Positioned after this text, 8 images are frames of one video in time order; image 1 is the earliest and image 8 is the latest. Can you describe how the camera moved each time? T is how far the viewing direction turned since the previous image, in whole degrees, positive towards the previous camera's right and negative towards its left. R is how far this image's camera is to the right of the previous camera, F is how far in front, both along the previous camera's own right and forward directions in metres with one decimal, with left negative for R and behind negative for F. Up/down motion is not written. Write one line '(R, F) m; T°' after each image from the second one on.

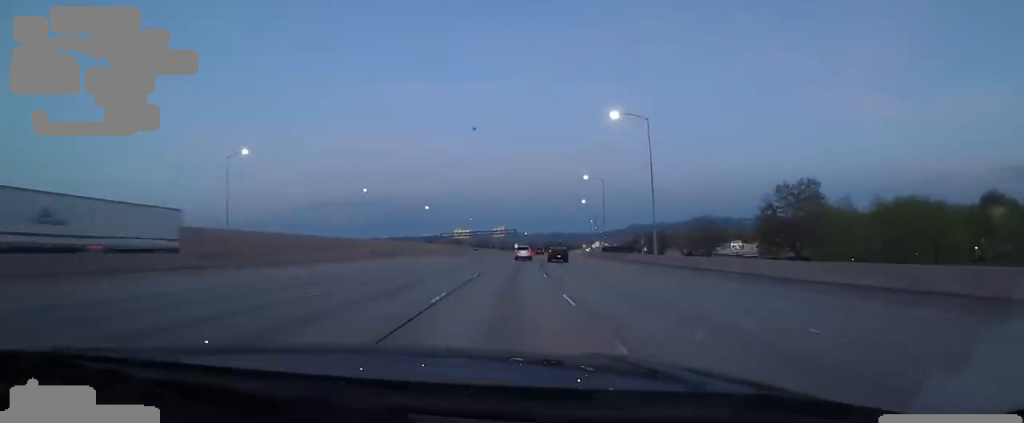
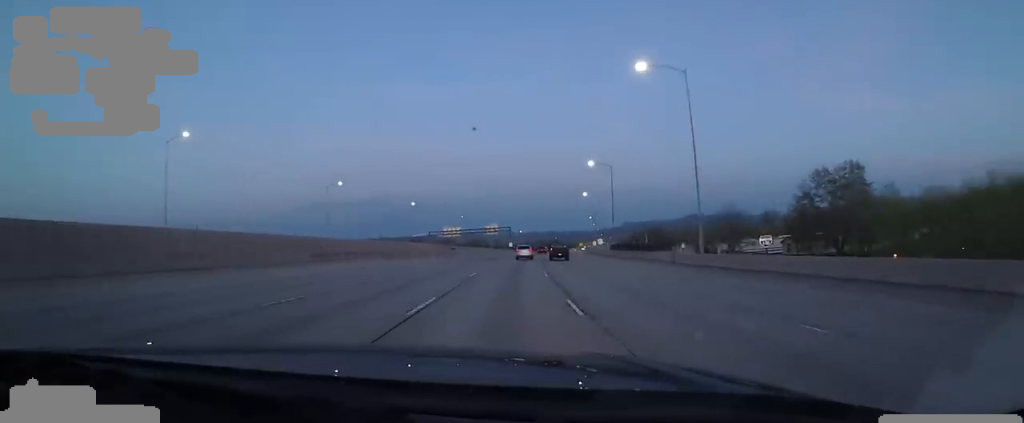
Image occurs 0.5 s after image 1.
(+0.2, +13.8) m; +1°
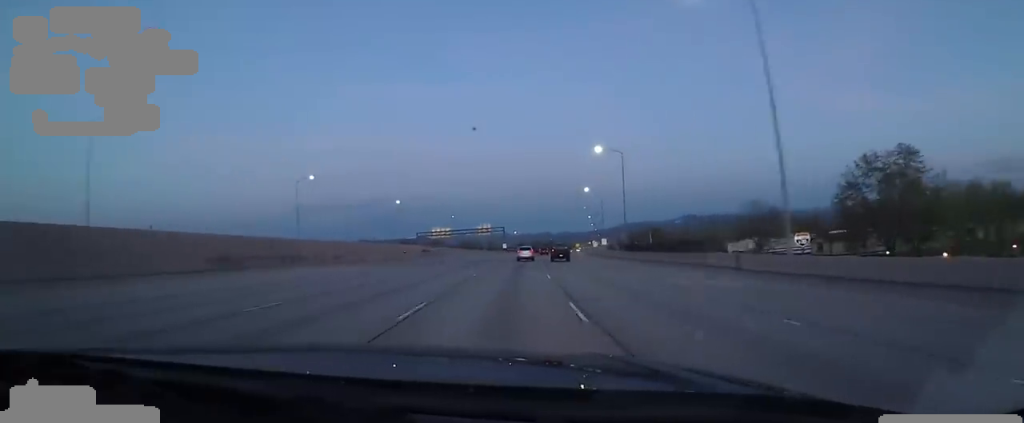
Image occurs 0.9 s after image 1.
(0.0, +12.7) m; 0°
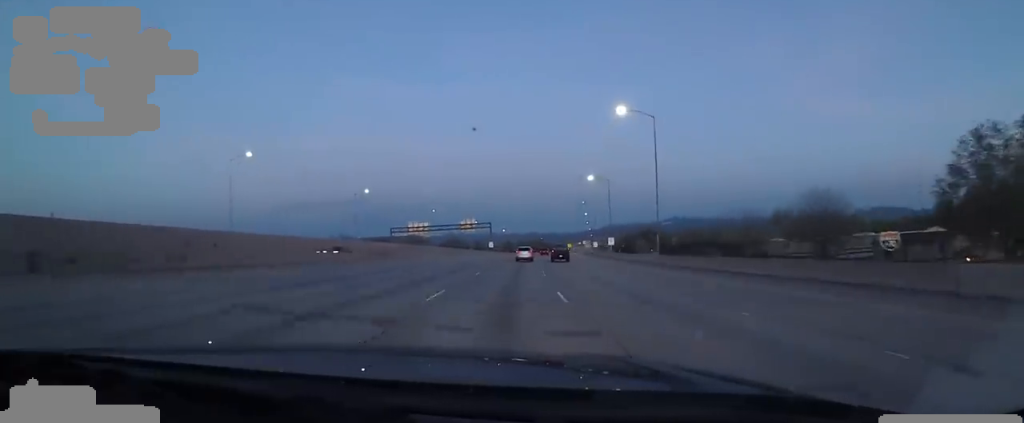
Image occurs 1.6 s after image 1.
(0.0, +20.4) m; 0°
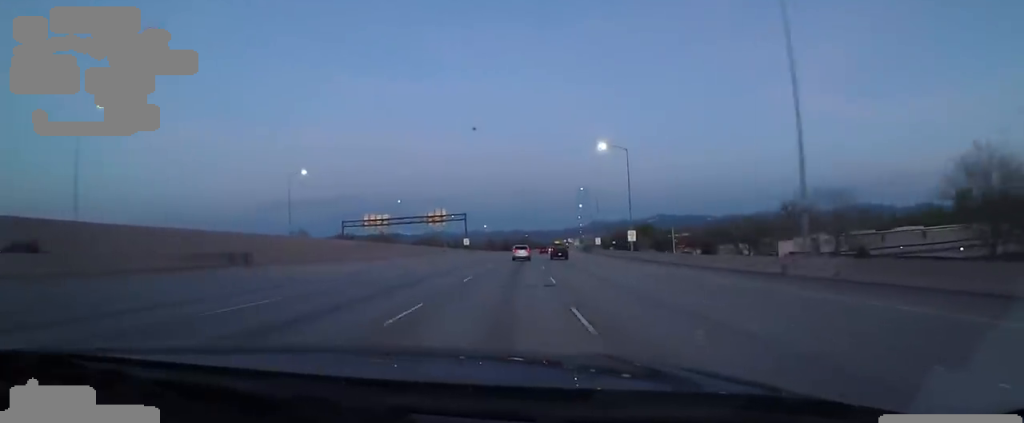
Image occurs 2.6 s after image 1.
(+0.1, +28.0) m; +2°
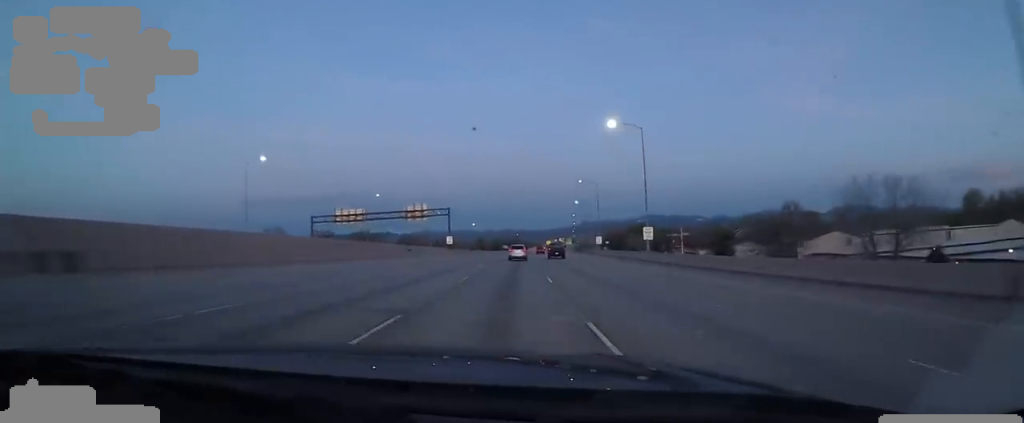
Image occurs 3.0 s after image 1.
(+0.4, +12.6) m; +1°
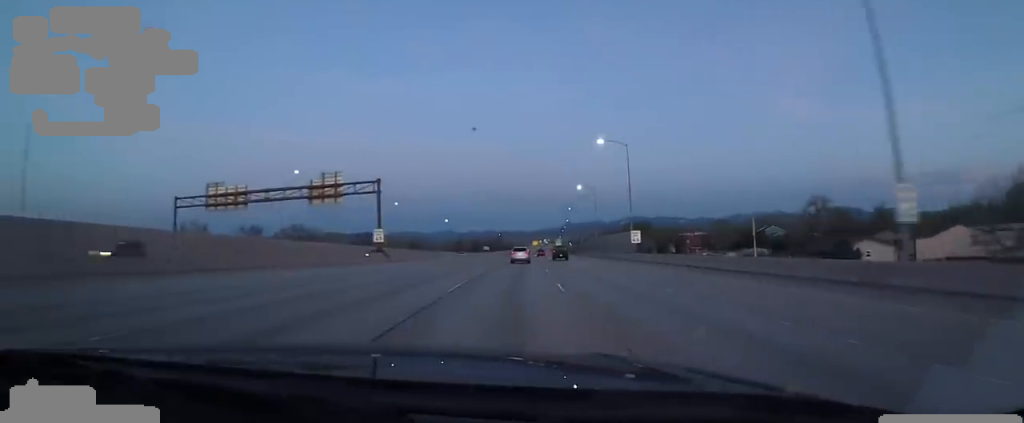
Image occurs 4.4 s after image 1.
(+0.1, +40.9) m; +4°
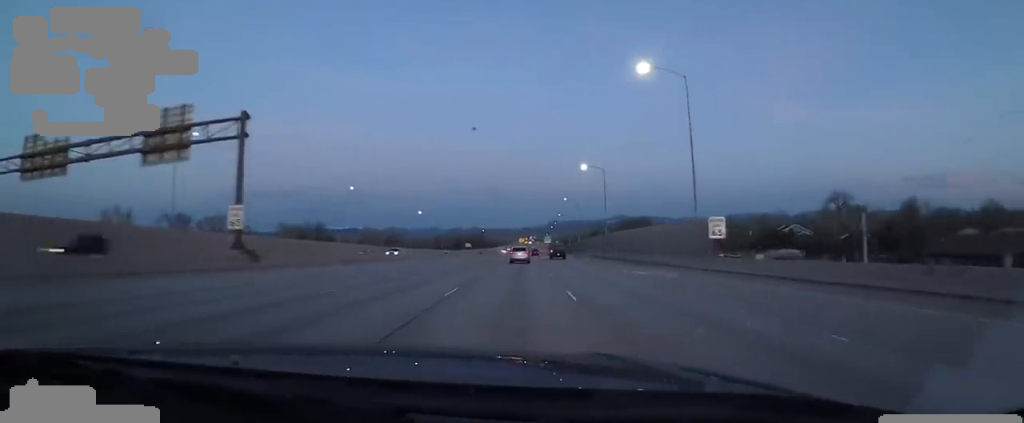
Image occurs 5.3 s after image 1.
(+1.9, +27.2) m; +2°
